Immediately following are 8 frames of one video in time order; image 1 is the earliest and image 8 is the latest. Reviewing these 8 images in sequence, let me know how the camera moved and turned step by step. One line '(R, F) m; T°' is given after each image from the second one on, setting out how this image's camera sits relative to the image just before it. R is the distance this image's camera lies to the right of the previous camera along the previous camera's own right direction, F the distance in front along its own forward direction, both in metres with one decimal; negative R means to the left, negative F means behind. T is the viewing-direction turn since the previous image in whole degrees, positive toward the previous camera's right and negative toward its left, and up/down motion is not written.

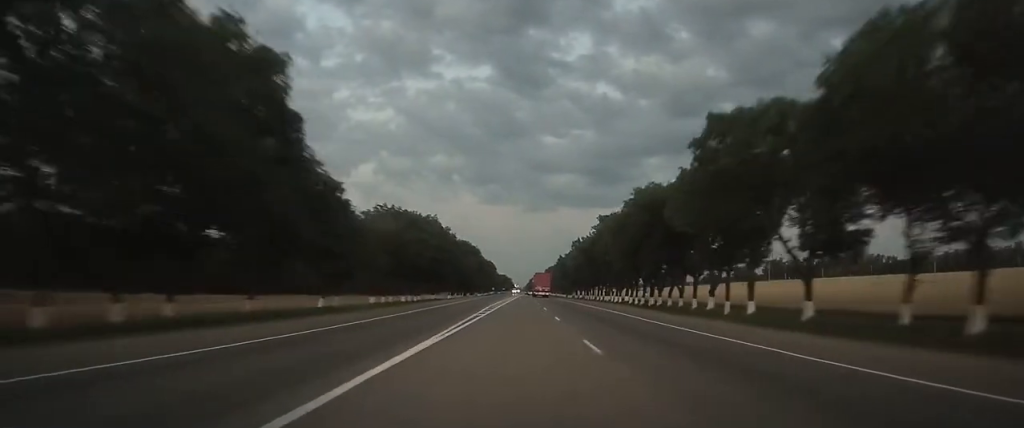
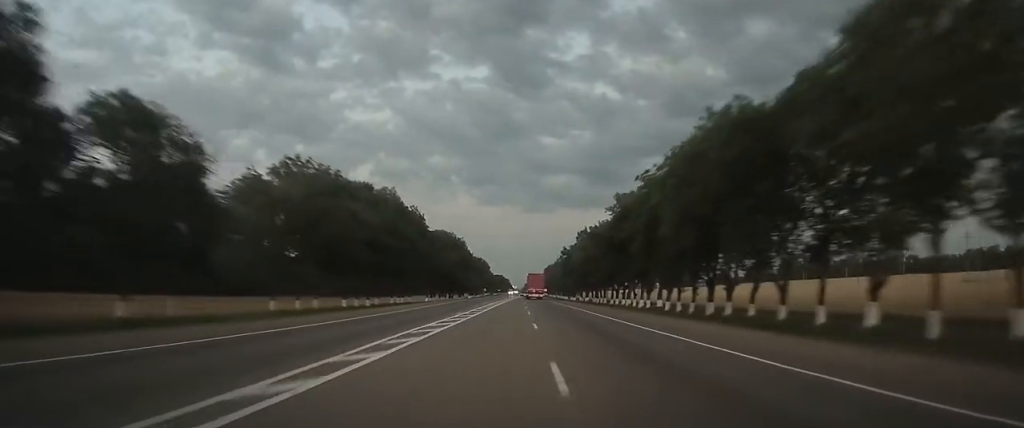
(+0.2, +28.7) m; +1°
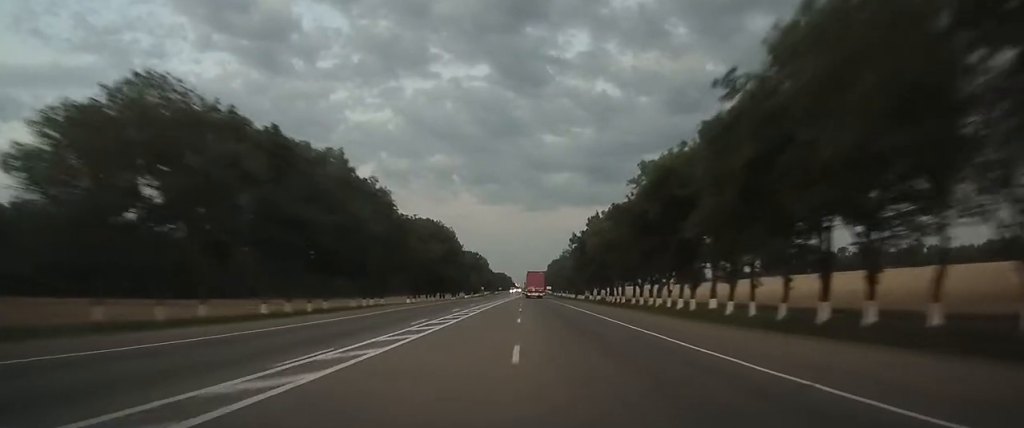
(+0.1, +21.1) m; 0°
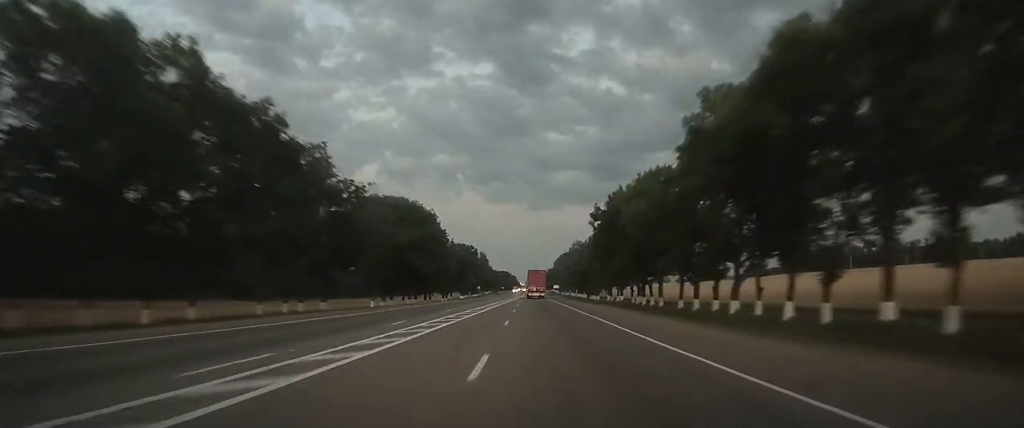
(-0.1, +25.8) m; 0°
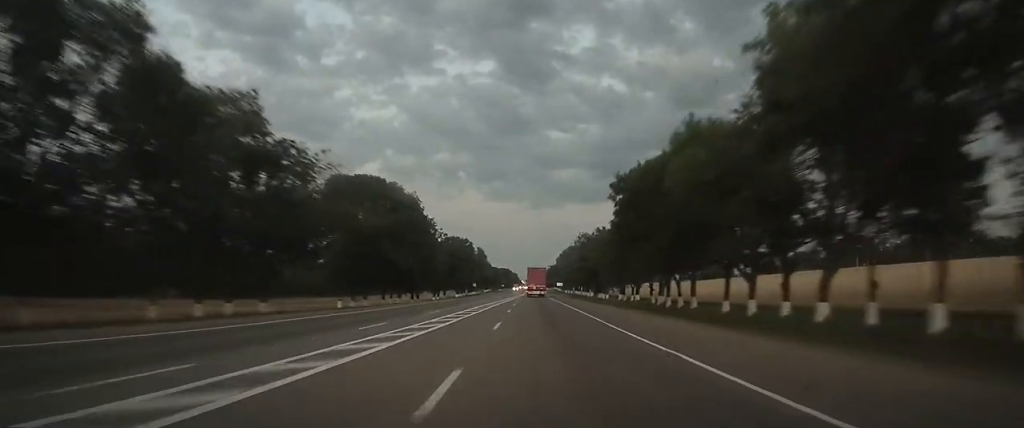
(0.0, +14.3) m; 0°
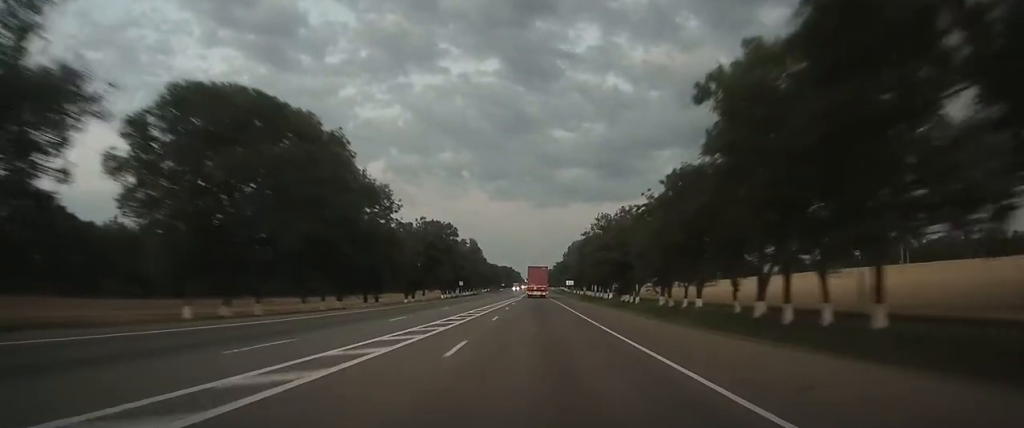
(0.0, +31.0) m; 0°
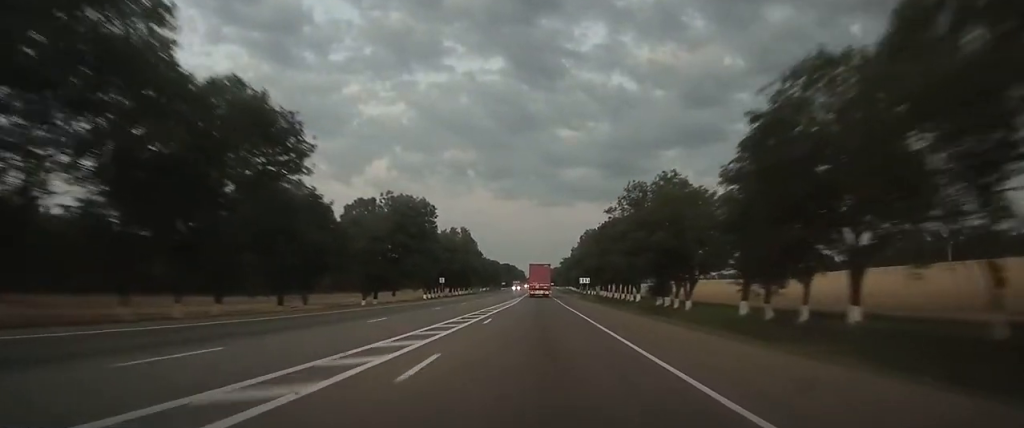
(-0.1, +26.9) m; -1°
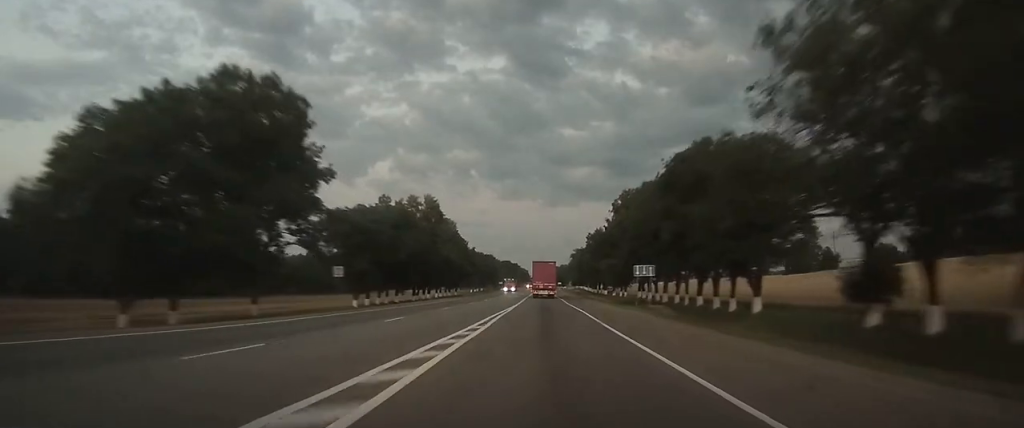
(-0.3, +46.4) m; -1°
